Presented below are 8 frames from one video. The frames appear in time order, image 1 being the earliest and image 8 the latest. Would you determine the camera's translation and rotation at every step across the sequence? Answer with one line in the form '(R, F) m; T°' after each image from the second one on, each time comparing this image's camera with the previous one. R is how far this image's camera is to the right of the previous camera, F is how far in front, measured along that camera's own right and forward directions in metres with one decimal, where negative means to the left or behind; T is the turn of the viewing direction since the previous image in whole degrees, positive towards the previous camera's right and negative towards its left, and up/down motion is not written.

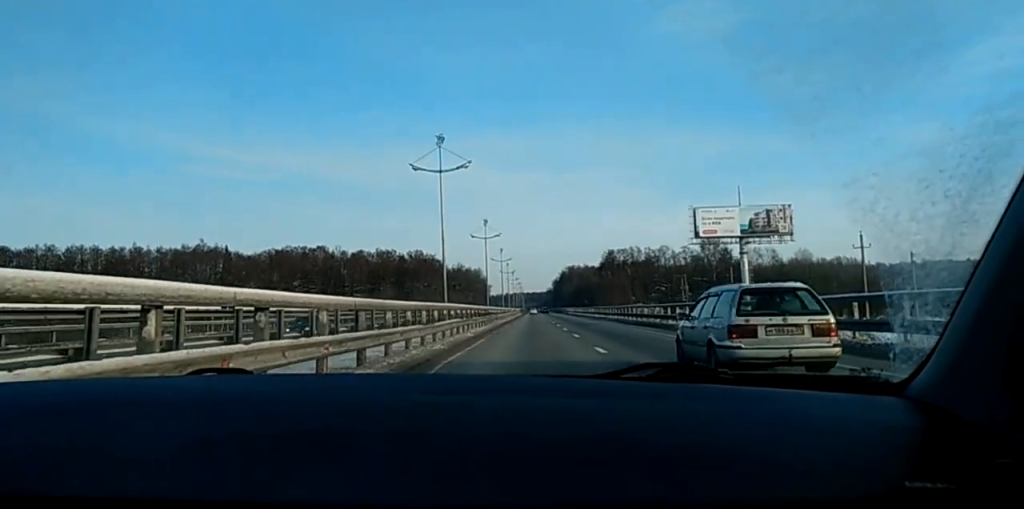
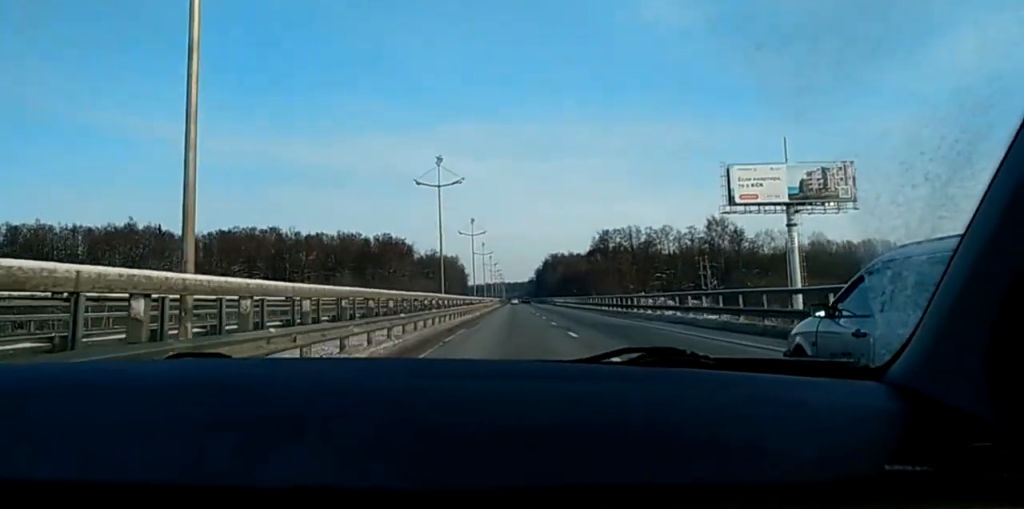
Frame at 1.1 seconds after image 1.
(+0.5, +33.8) m; 0°
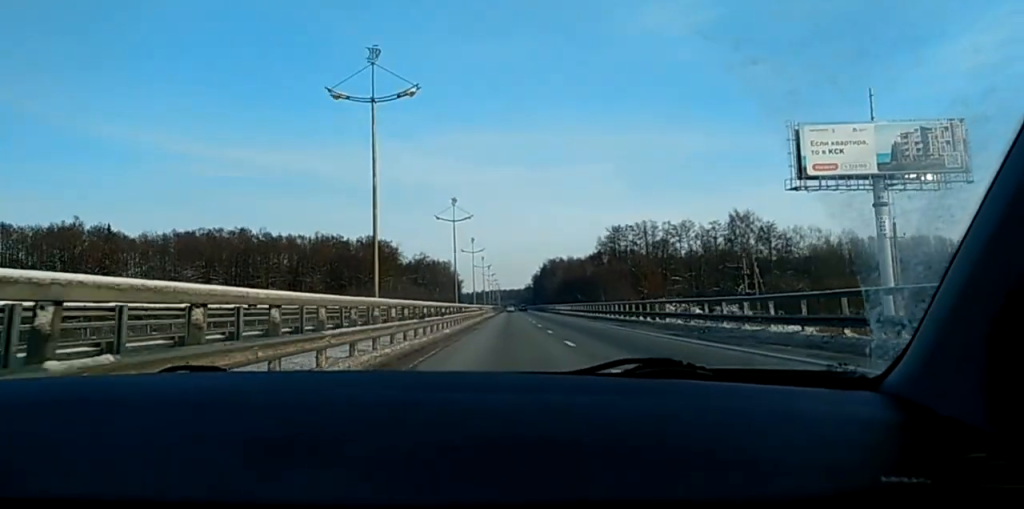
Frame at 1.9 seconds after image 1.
(-0.4, +24.9) m; -1°
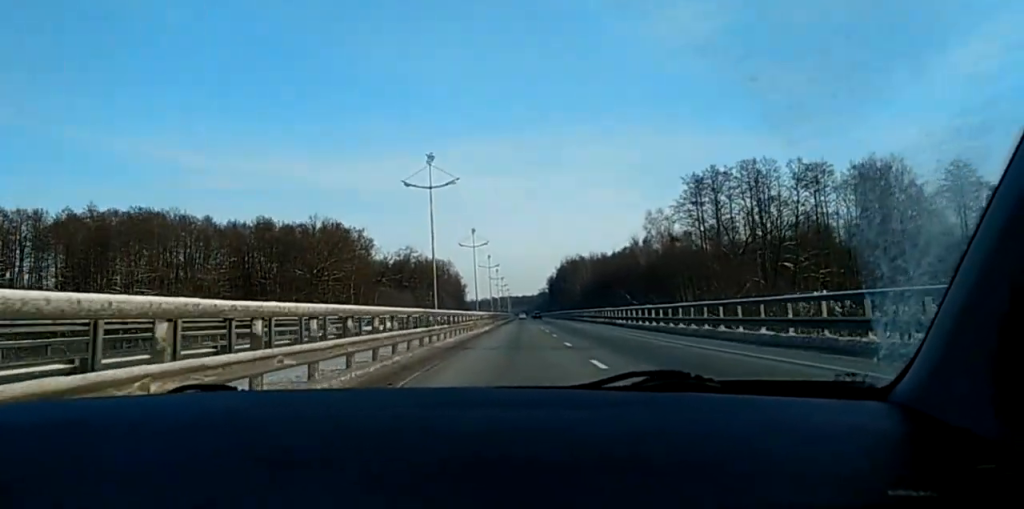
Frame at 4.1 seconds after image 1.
(+0.5, +66.9) m; +1°
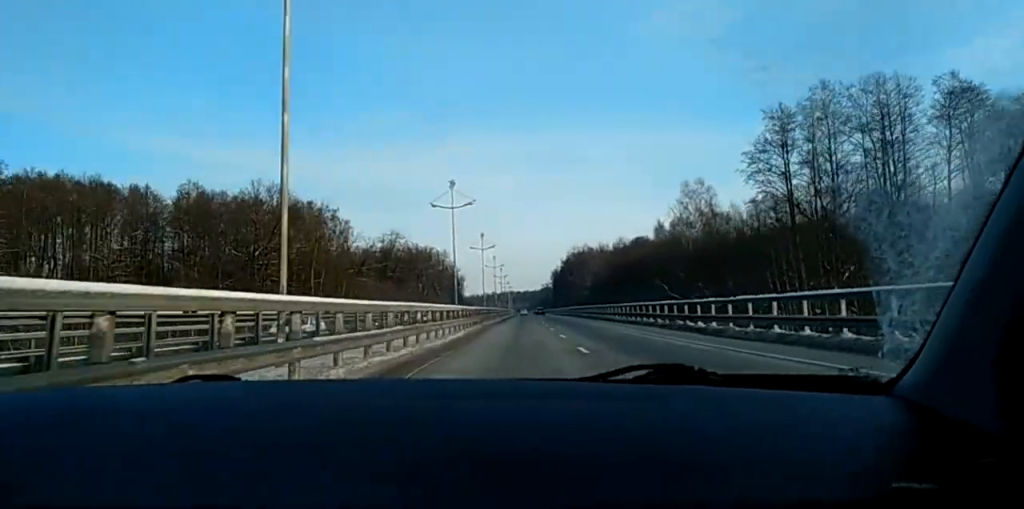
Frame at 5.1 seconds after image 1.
(-0.3, +30.5) m; 0°
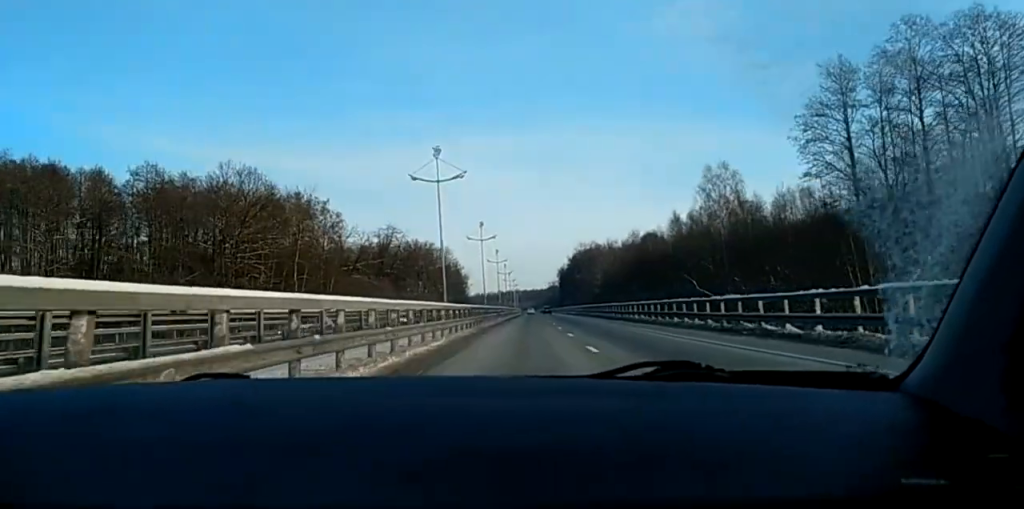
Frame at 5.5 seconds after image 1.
(+0.2, +13.4) m; 0°
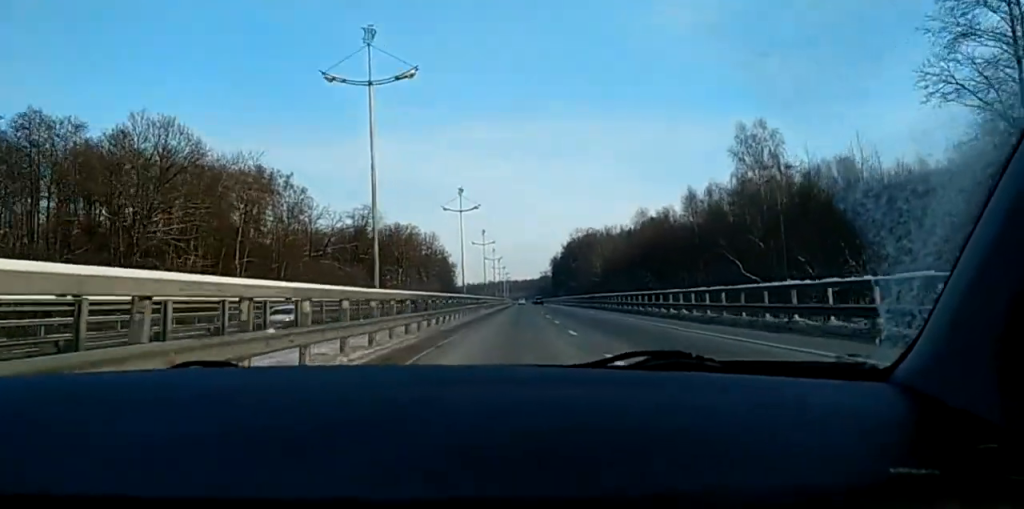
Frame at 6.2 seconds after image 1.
(+0.1, +19.5) m; 0°
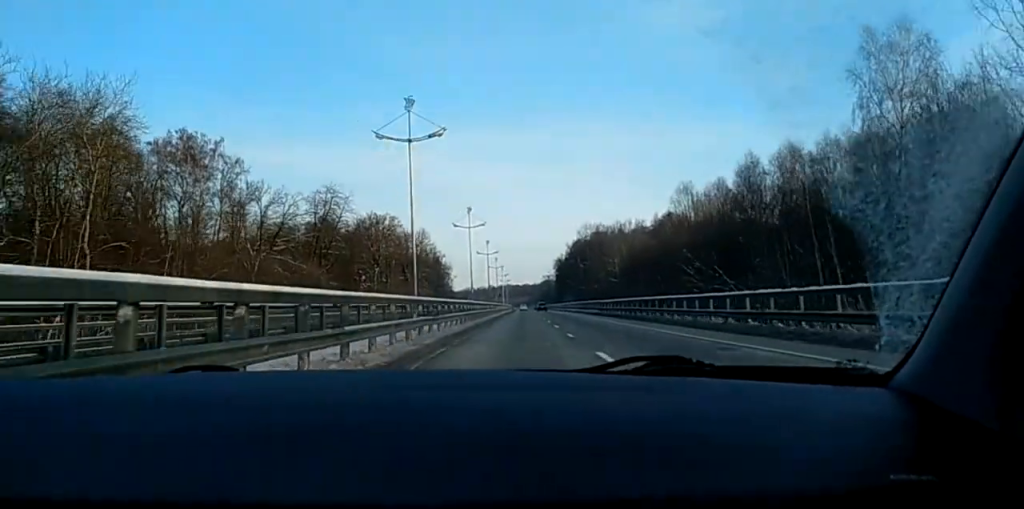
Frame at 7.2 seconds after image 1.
(-0.4, +32.8) m; -2°
